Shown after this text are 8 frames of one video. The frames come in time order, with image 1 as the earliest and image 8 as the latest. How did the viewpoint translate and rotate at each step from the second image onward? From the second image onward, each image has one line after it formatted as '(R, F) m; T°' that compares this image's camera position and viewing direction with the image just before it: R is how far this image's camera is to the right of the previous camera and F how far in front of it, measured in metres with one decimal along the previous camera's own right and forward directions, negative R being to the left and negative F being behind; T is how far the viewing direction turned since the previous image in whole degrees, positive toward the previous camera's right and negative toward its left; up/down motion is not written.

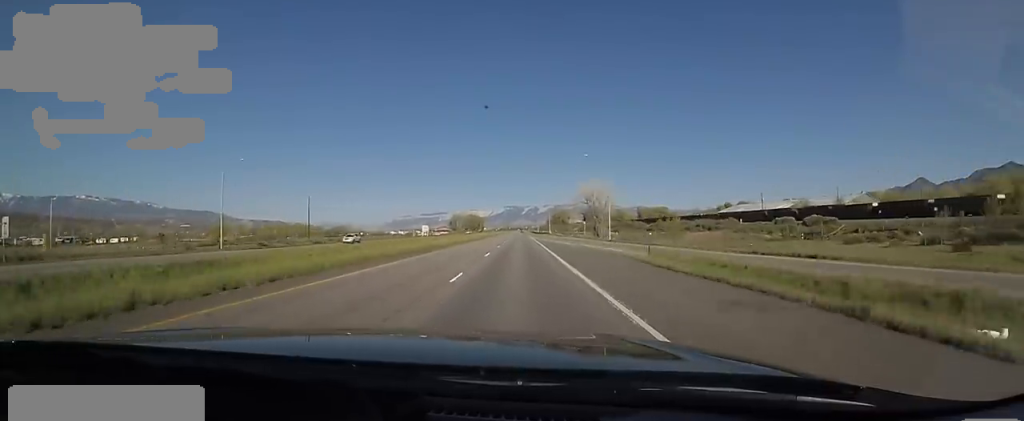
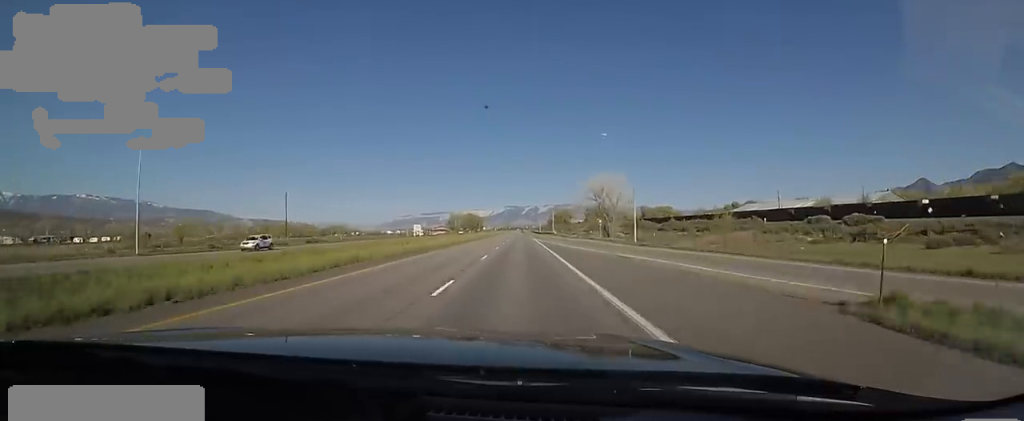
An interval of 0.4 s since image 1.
(+0.1, +15.1) m; 0°
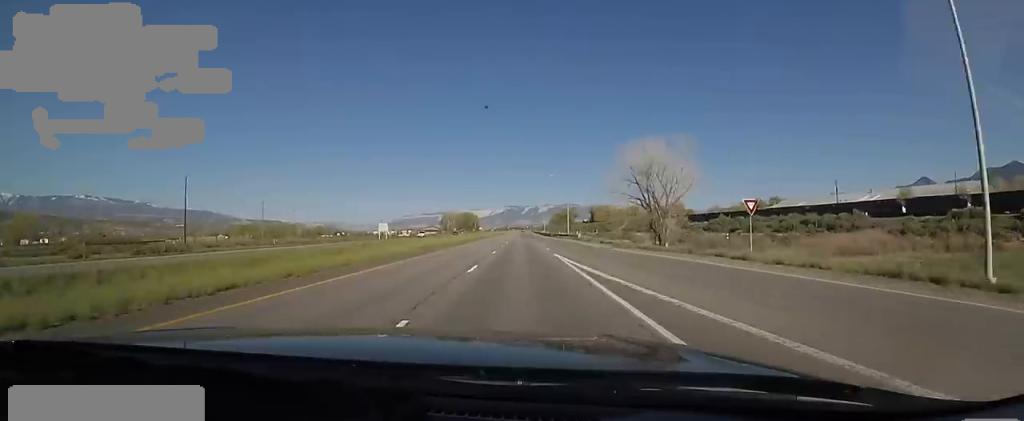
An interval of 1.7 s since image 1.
(+0.5, +43.0) m; 0°
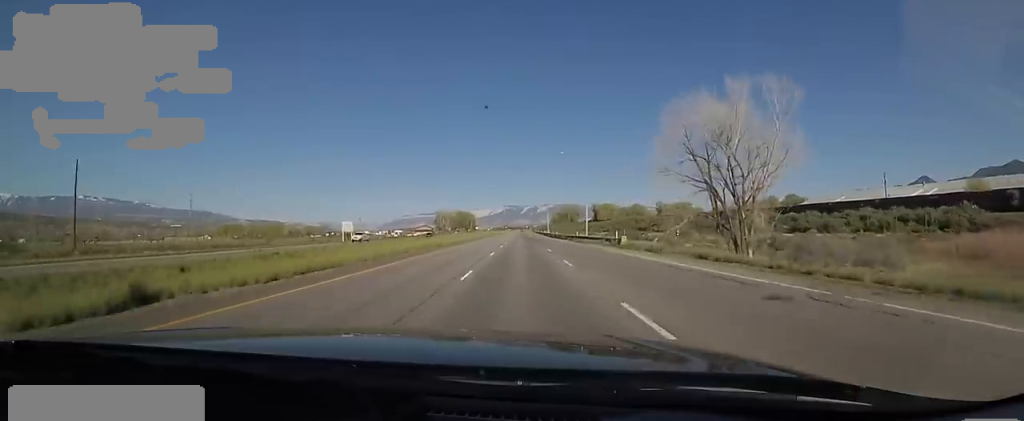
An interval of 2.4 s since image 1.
(-0.4, +26.7) m; 0°
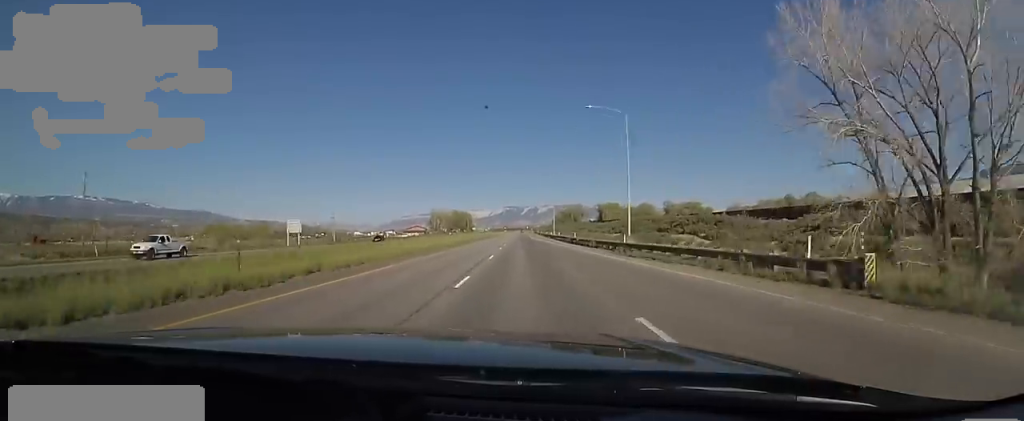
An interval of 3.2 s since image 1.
(+1.2, +25.5) m; 0°
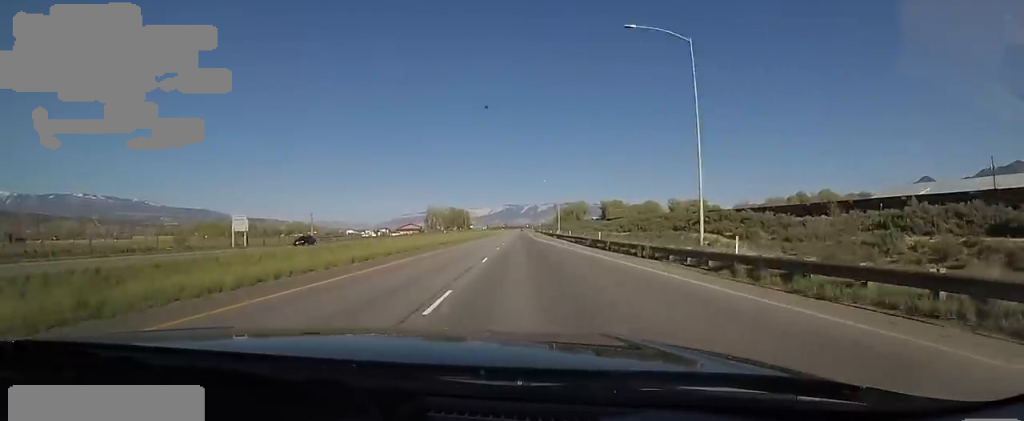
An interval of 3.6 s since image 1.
(-0.7, +16.2) m; -1°
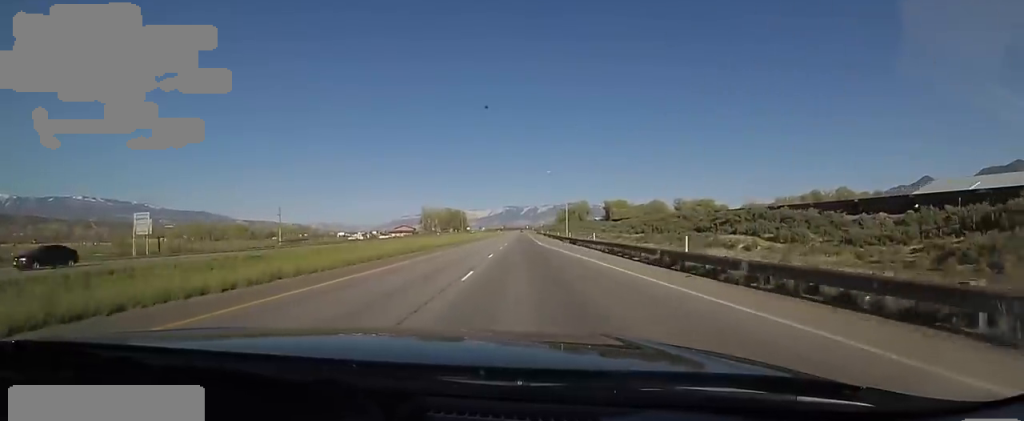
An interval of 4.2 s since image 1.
(-0.5, +18.6) m; -1°
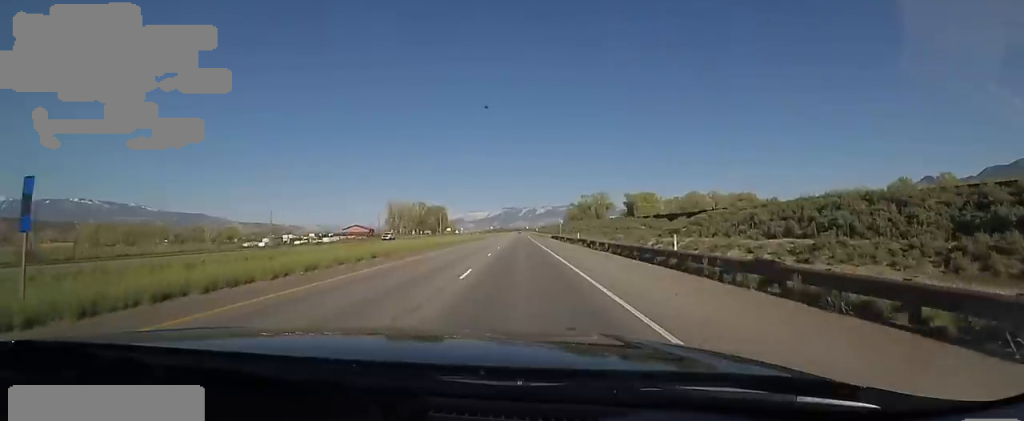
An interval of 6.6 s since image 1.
(+2.9, +84.2) m; +2°
